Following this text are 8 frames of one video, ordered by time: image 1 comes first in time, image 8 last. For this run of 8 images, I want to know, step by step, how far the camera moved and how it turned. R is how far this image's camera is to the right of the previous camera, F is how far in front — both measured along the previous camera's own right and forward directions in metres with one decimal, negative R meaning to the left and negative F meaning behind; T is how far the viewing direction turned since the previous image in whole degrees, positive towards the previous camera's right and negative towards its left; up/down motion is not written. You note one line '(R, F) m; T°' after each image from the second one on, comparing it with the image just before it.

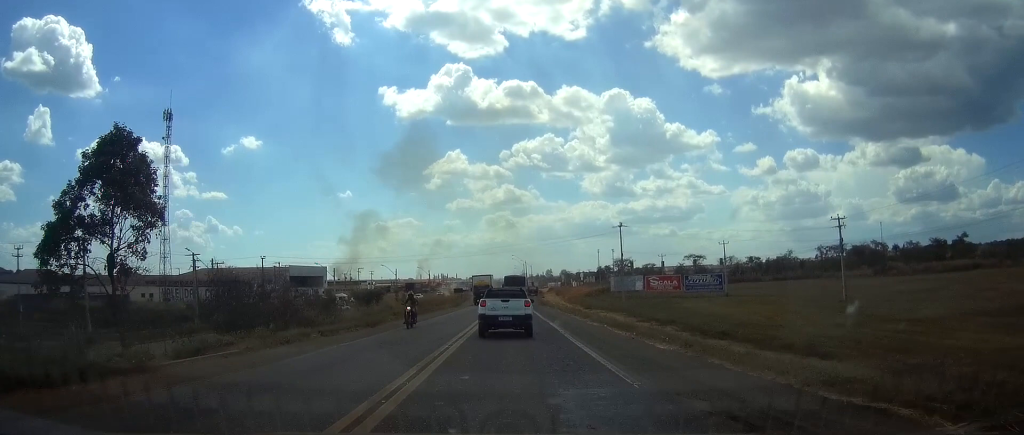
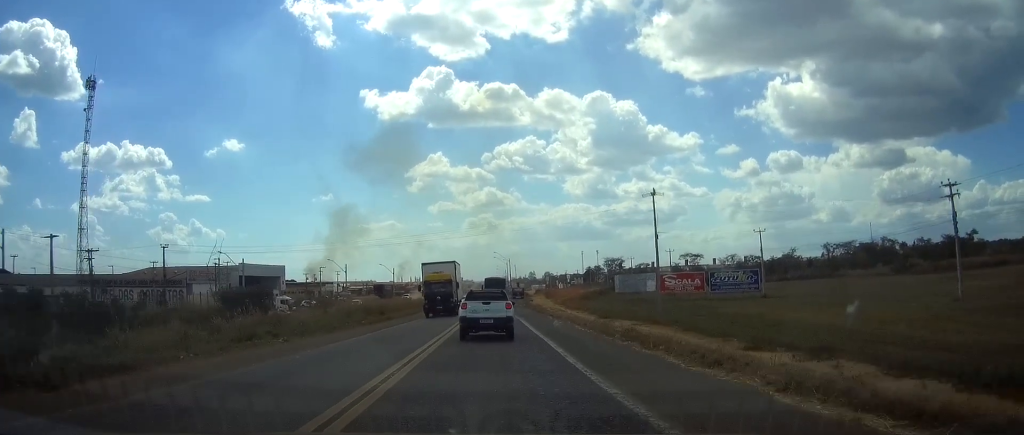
(+0.3, +27.0) m; +1°
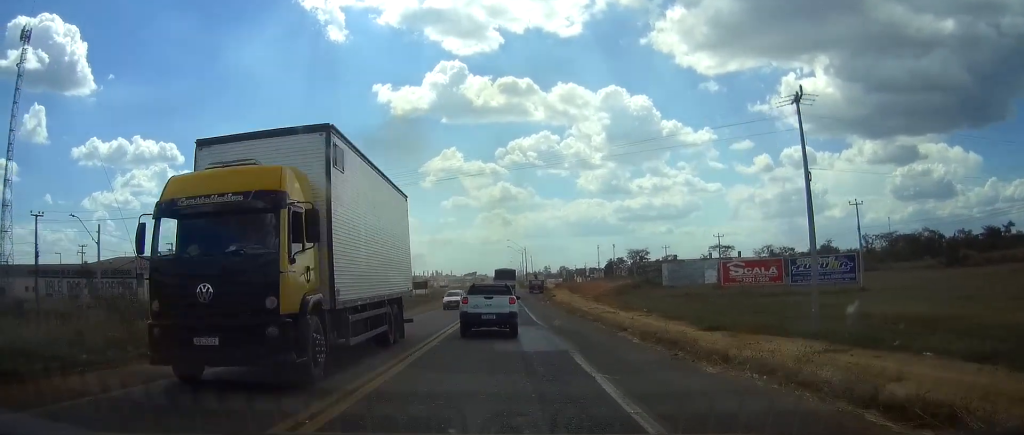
(0.0, +26.1) m; -1°
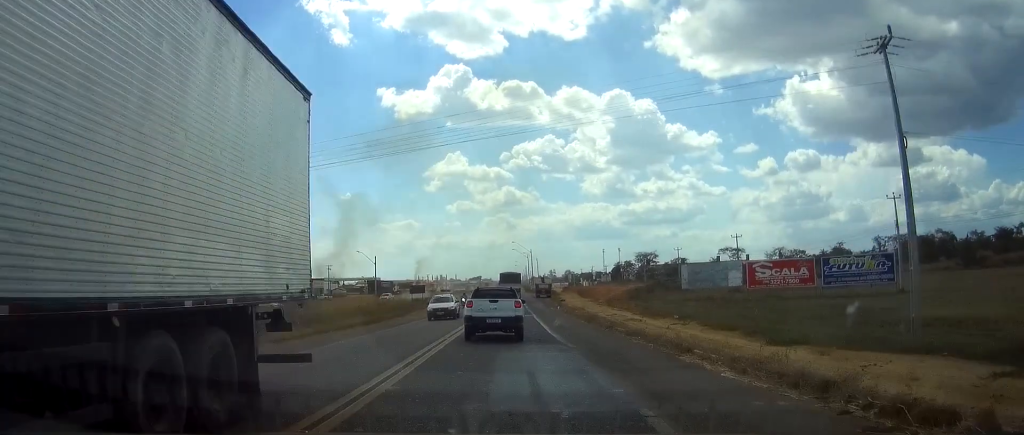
(-0.1, +7.8) m; 0°
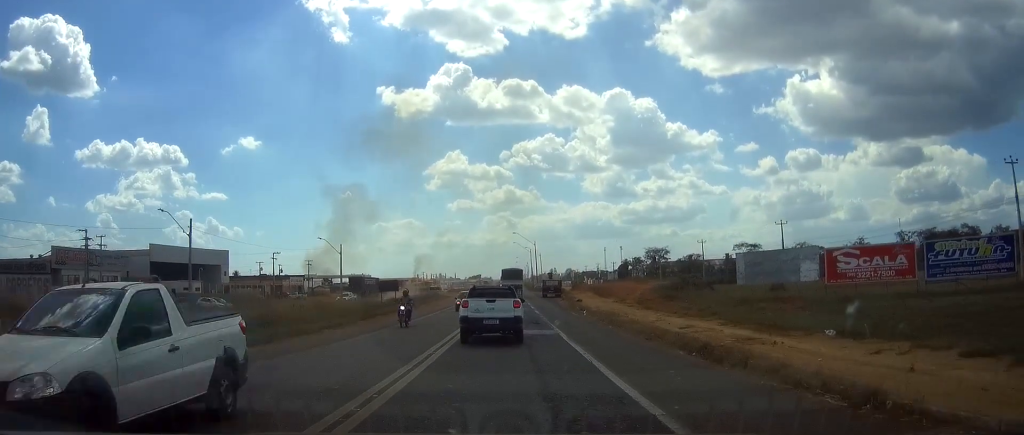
(-0.2, +20.4) m; -1°
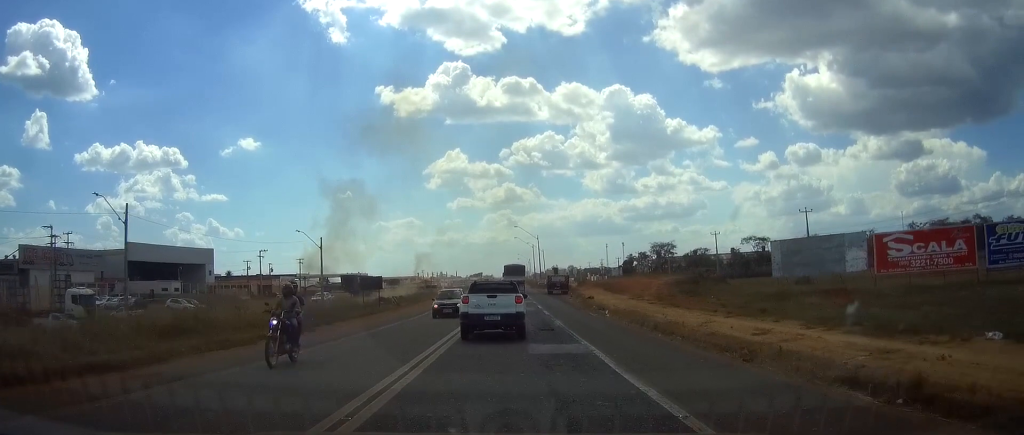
(0.0, +9.0) m; 0°
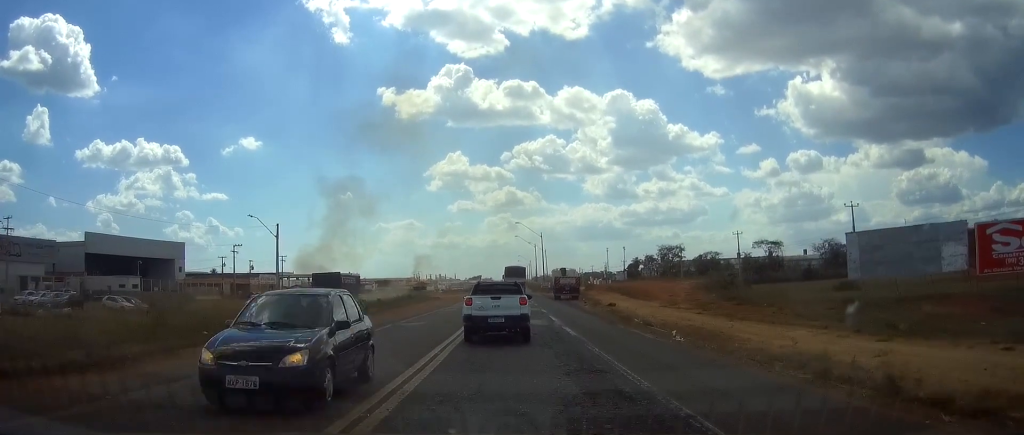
(0.0, +13.5) m; 0°
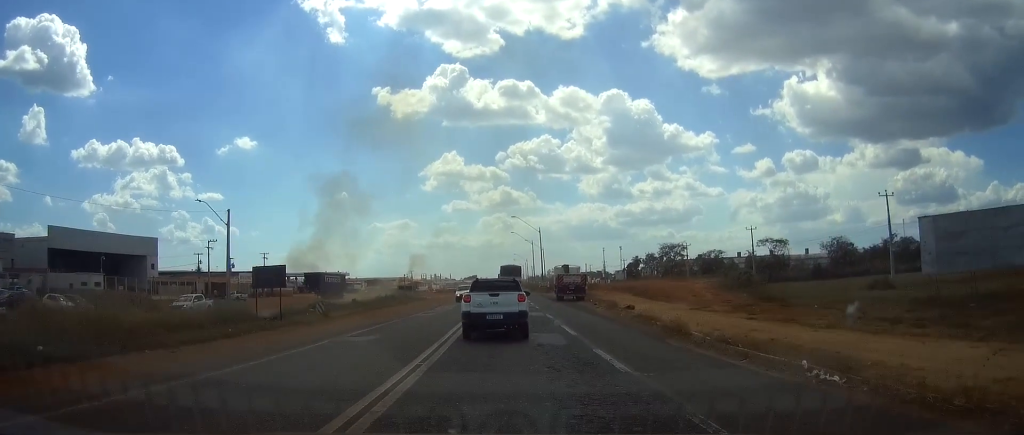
(-0.1, +9.2) m; 0°
